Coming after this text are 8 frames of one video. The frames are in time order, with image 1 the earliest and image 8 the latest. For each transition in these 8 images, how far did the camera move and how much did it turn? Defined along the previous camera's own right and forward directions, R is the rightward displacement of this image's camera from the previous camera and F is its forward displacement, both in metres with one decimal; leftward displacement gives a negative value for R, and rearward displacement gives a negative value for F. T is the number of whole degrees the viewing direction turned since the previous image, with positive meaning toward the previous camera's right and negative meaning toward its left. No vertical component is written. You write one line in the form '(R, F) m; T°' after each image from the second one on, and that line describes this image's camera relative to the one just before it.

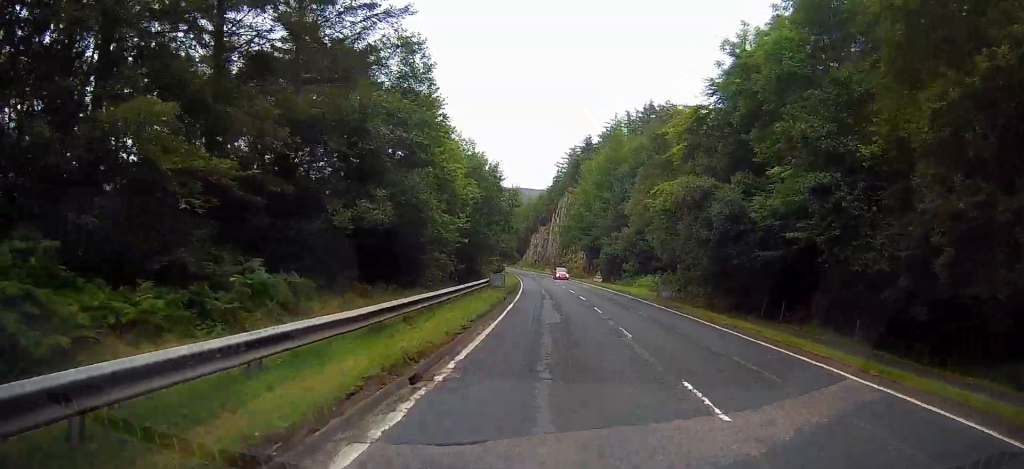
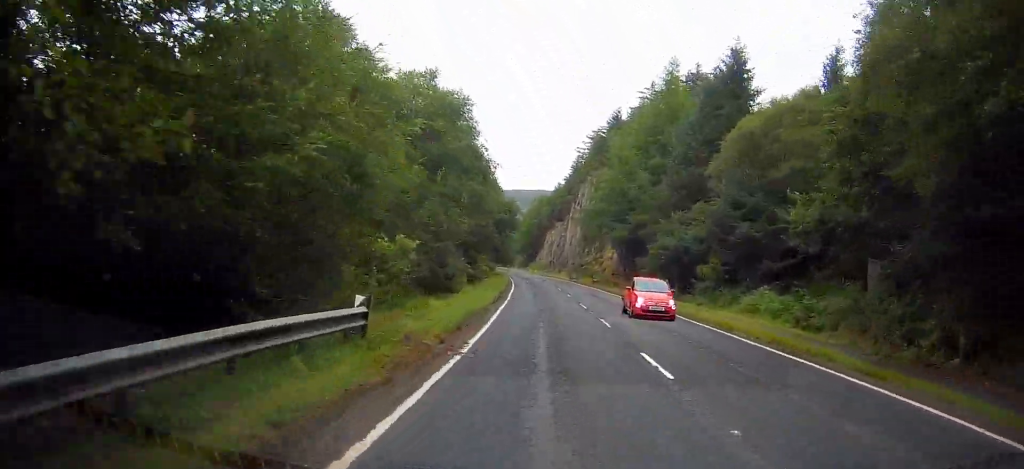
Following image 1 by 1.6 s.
(-0.5, +32.6) m; -1°
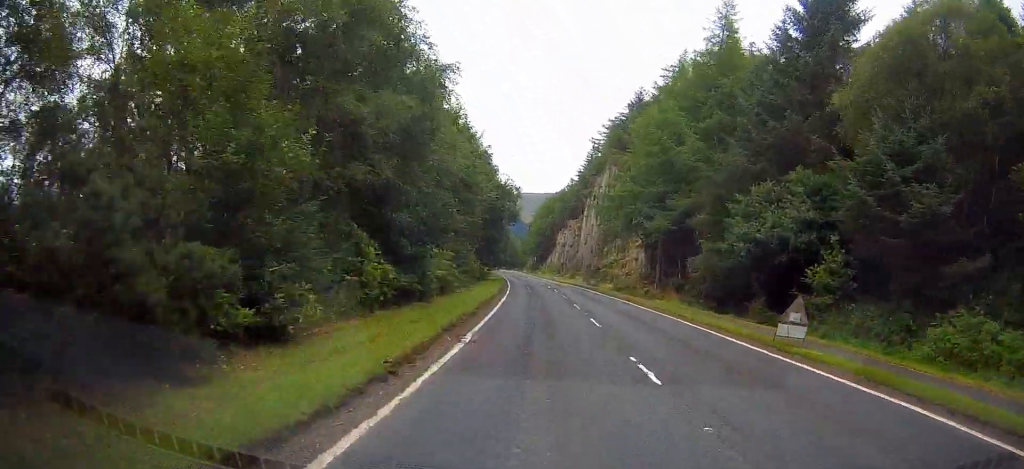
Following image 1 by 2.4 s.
(-0.1, +17.8) m; -1°
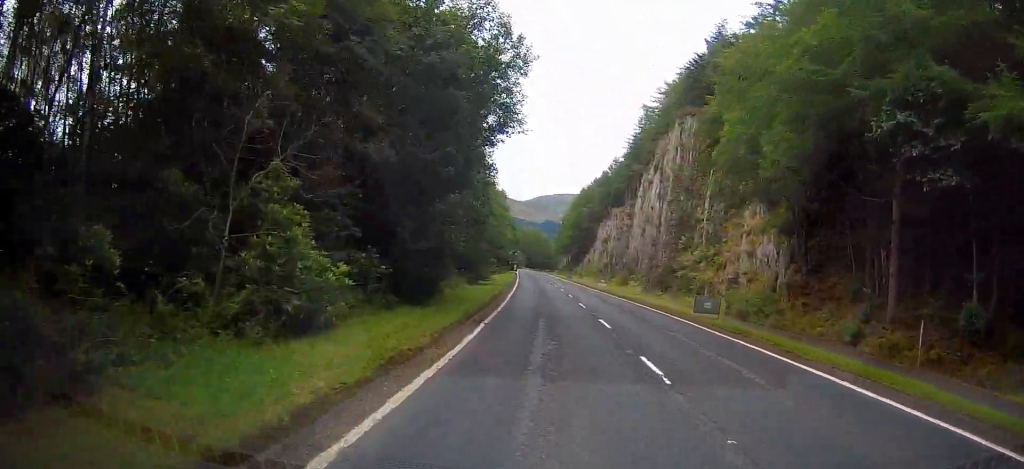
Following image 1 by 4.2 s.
(-1.7, +36.8) m; -4°
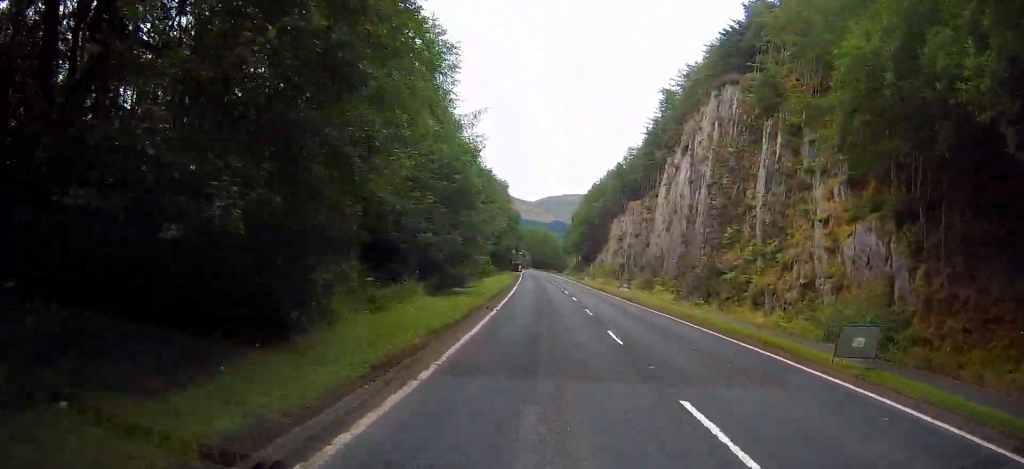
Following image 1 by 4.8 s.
(-0.1, +13.2) m; -1°
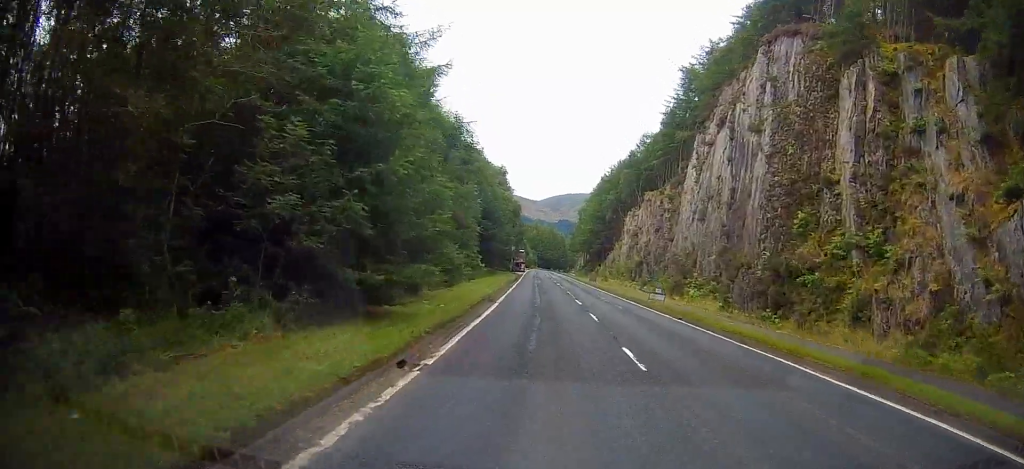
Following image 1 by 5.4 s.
(+0.3, +13.3) m; 0°
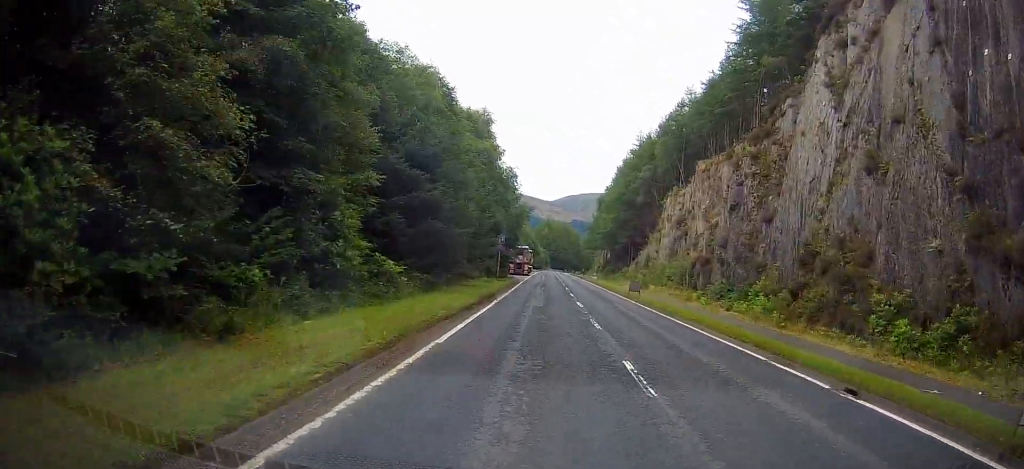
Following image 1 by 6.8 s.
(-0.6, +29.7) m; -1°
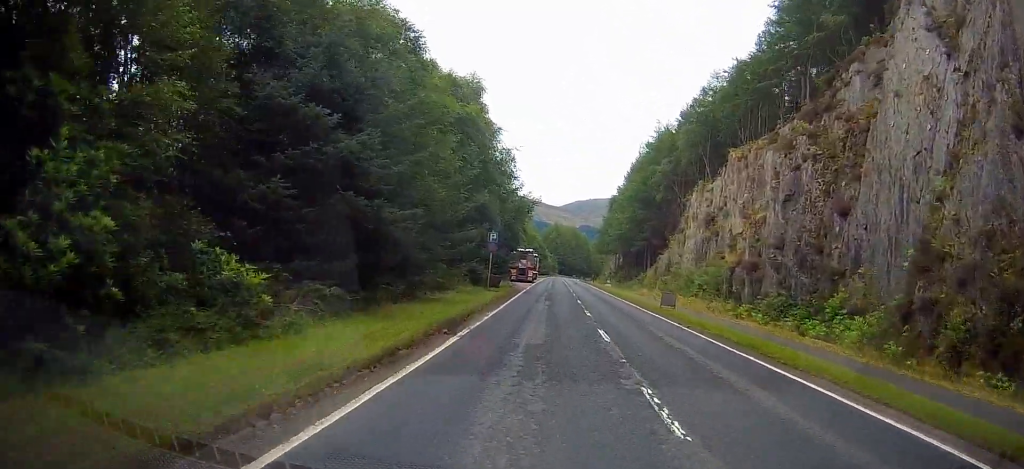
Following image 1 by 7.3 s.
(0.0, +10.7) m; 0°
